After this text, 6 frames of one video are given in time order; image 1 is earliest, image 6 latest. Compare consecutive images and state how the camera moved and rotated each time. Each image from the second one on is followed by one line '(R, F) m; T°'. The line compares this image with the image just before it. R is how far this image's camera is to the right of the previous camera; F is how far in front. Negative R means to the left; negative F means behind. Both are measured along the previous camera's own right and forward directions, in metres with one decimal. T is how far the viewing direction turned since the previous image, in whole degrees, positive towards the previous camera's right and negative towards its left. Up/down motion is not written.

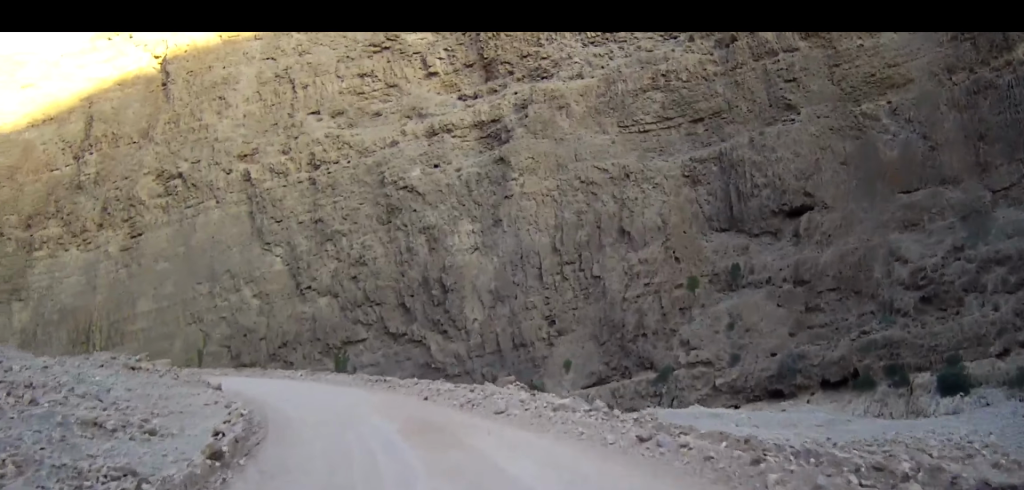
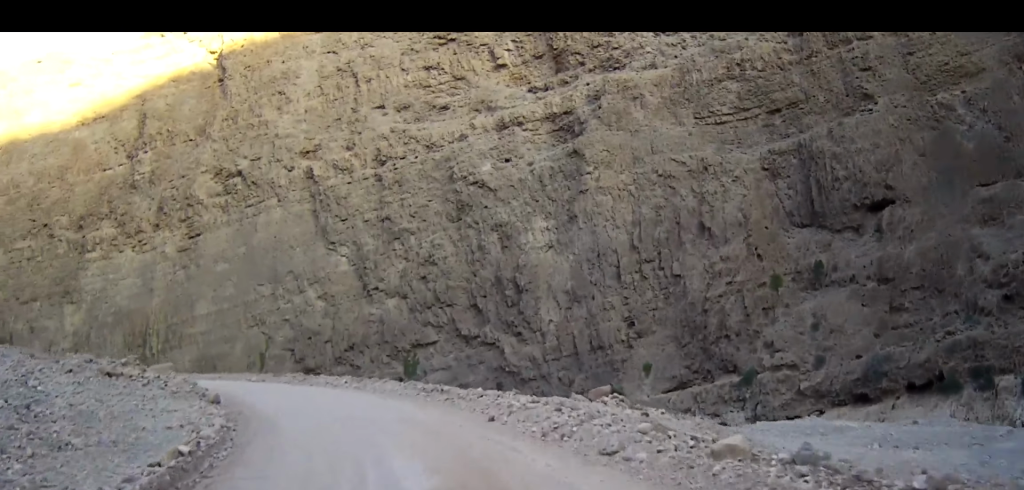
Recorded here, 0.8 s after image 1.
(-0.3, +6.6) m; -7°
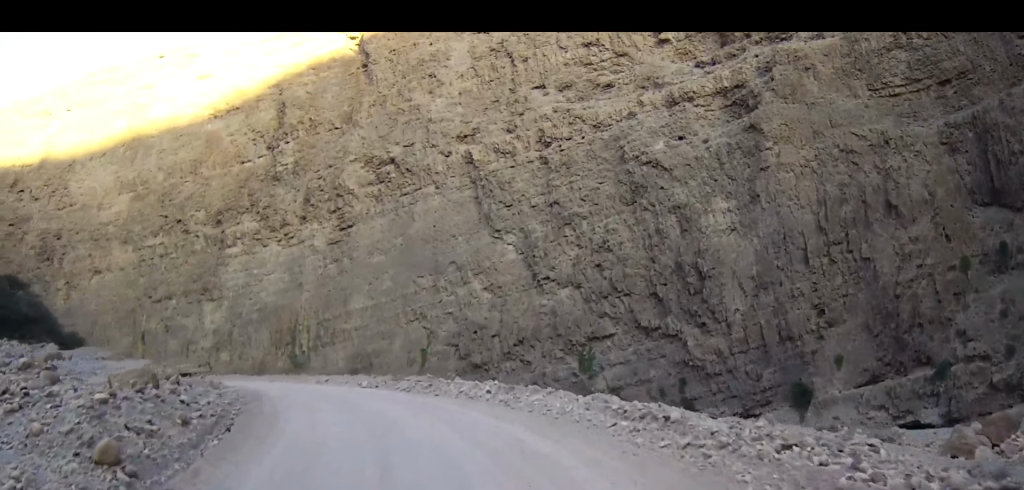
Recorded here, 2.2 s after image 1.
(-1.4, +11.9) m; -12°
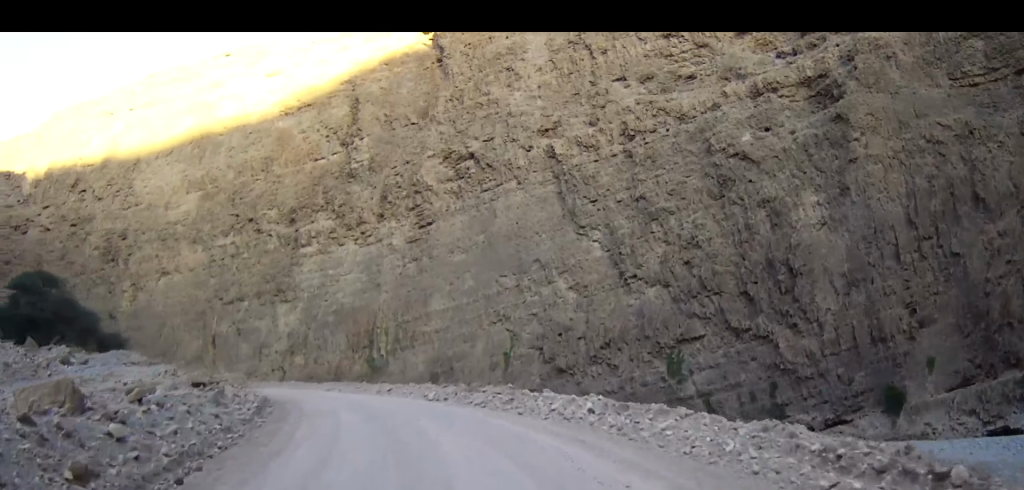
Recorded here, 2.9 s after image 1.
(0.0, +5.9) m; -6°
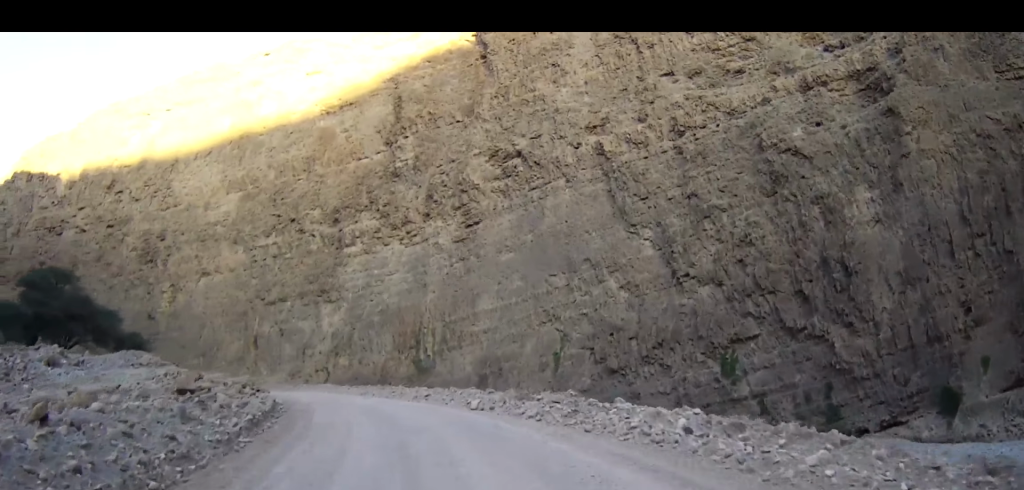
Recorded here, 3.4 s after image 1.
(-0.4, +4.0) m; -5°
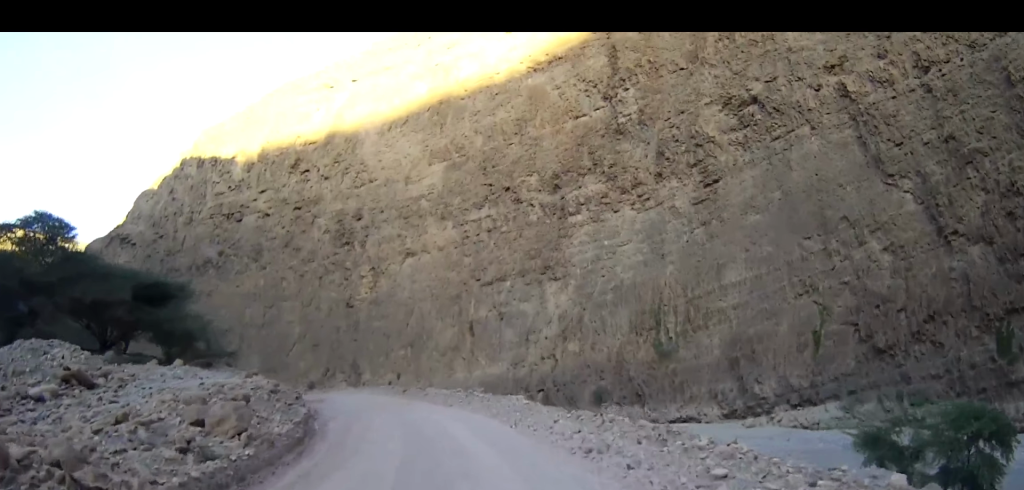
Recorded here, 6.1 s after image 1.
(-4.2, +22.5) m; -19°
